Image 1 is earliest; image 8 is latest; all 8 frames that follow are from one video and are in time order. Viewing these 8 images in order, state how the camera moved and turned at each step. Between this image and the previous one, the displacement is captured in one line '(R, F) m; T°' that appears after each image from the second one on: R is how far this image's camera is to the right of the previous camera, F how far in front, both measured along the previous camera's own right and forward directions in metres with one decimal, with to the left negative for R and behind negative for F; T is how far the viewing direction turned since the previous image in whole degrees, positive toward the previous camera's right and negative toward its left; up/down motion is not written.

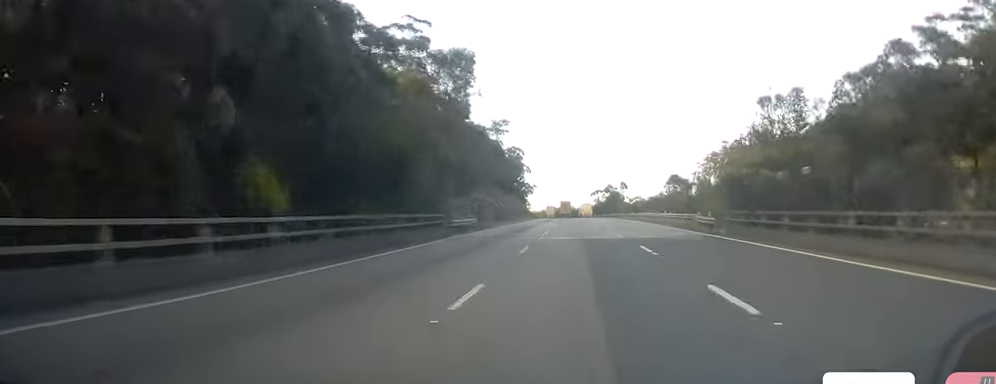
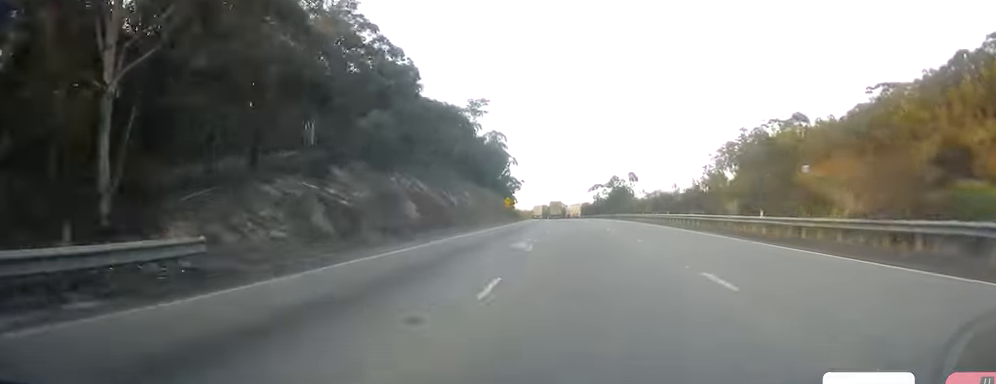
(-0.4, +37.5) m; 0°
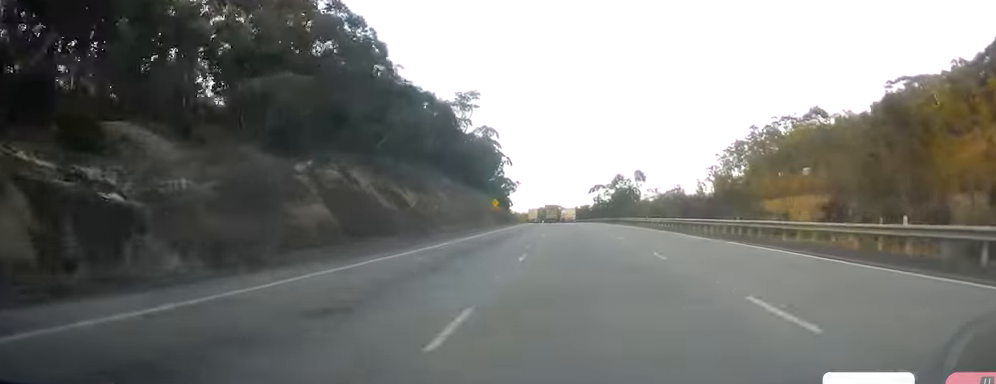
(+0.1, +15.4) m; 0°
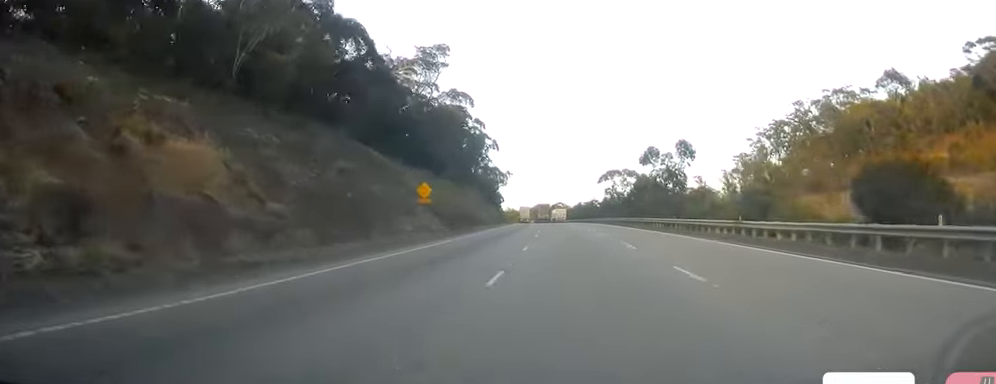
(0.0, +42.4) m; 0°
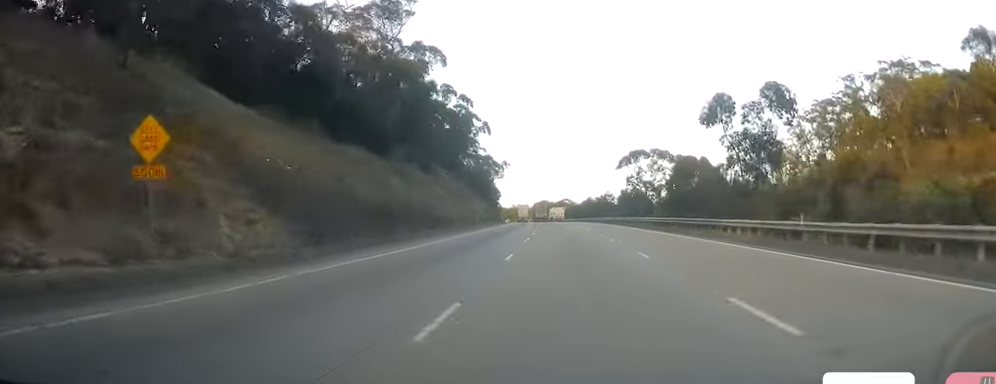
(+0.3, +30.0) m; 0°
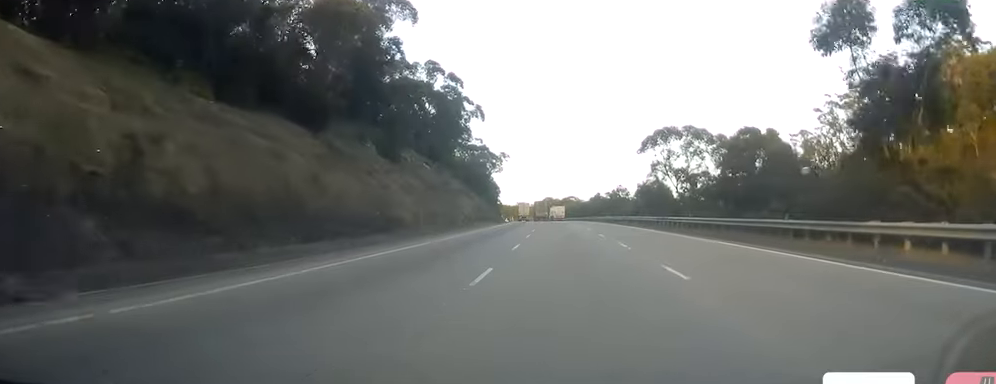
(-0.1, +18.5) m; 0°
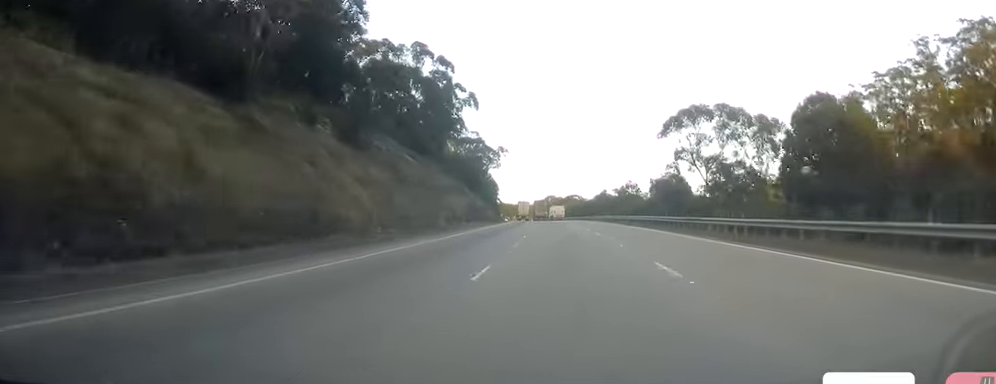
(-0.1, +11.7) m; 0°
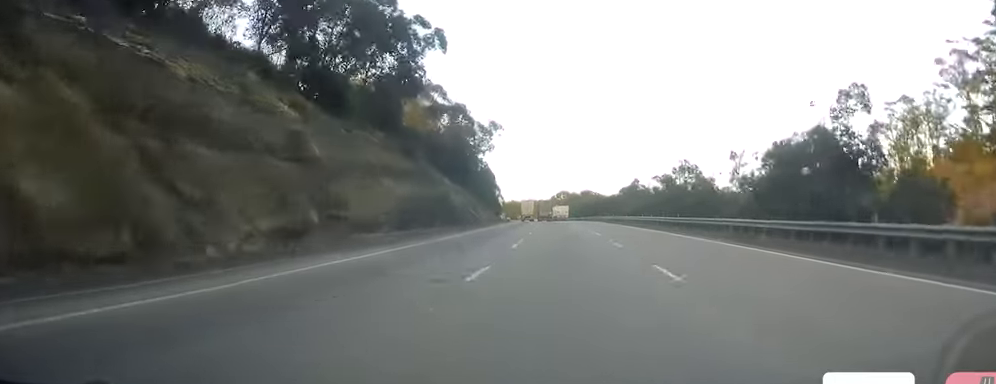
(-0.3, +37.1) m; -1°
